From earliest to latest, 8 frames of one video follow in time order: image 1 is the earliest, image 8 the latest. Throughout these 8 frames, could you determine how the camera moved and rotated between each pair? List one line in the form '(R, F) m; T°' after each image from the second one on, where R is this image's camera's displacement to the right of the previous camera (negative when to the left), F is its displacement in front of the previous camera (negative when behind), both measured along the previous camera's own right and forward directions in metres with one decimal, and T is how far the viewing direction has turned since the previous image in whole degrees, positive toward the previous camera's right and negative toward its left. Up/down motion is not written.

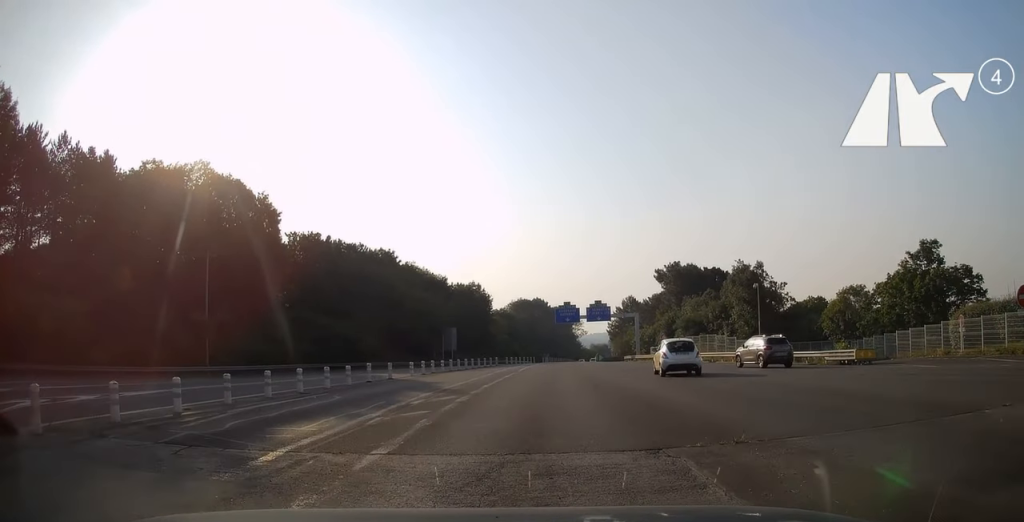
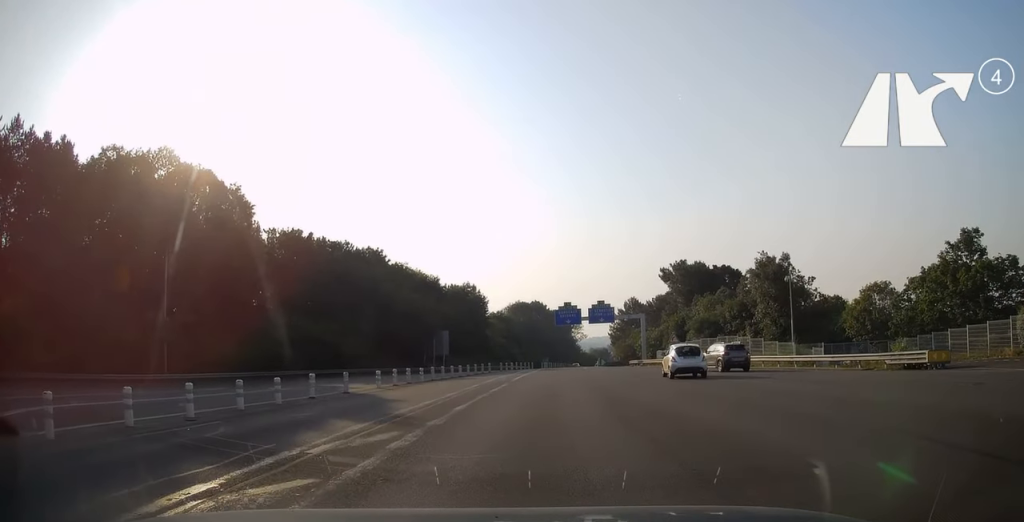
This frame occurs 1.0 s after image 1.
(-0.5, +7.1) m; -1°
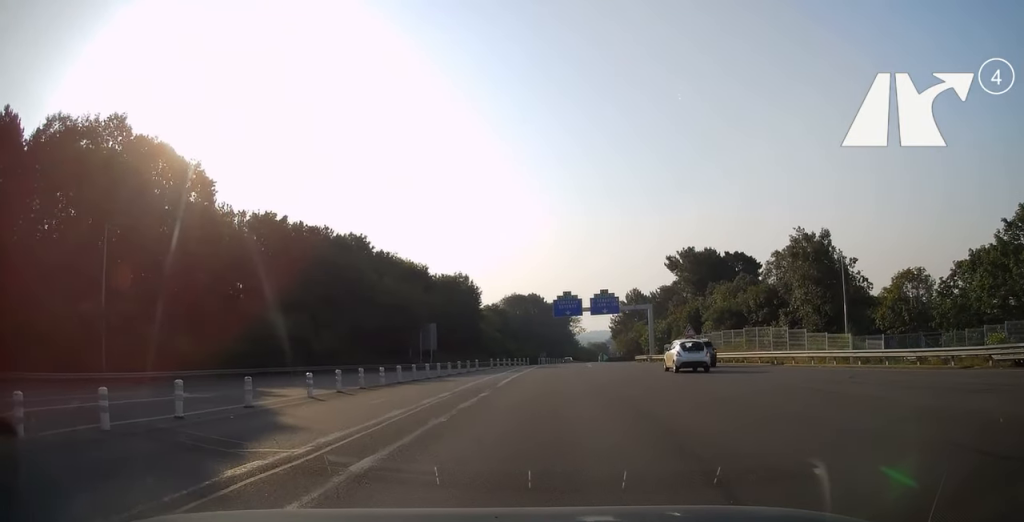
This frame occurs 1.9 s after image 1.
(+0.4, +8.5) m; +2°
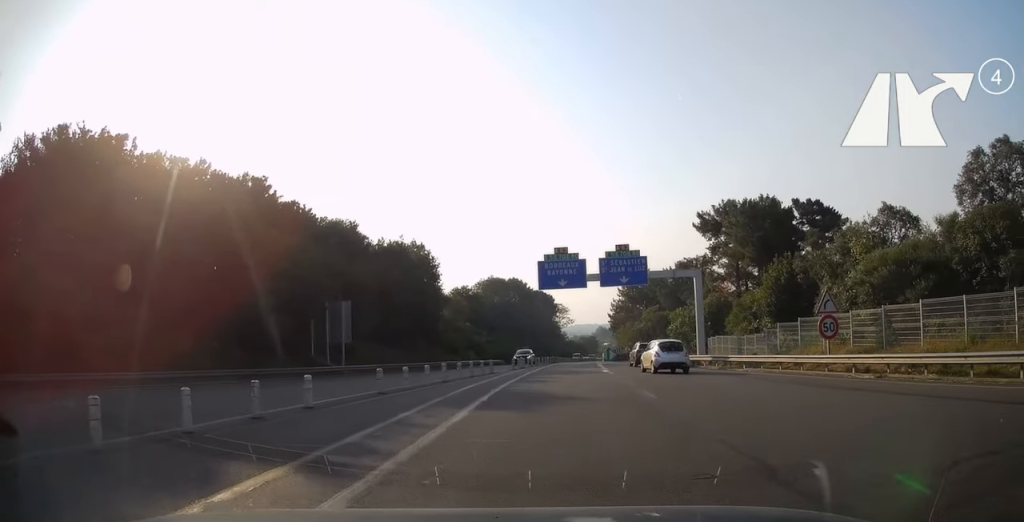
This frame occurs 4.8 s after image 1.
(-1.0, +31.7) m; -4°
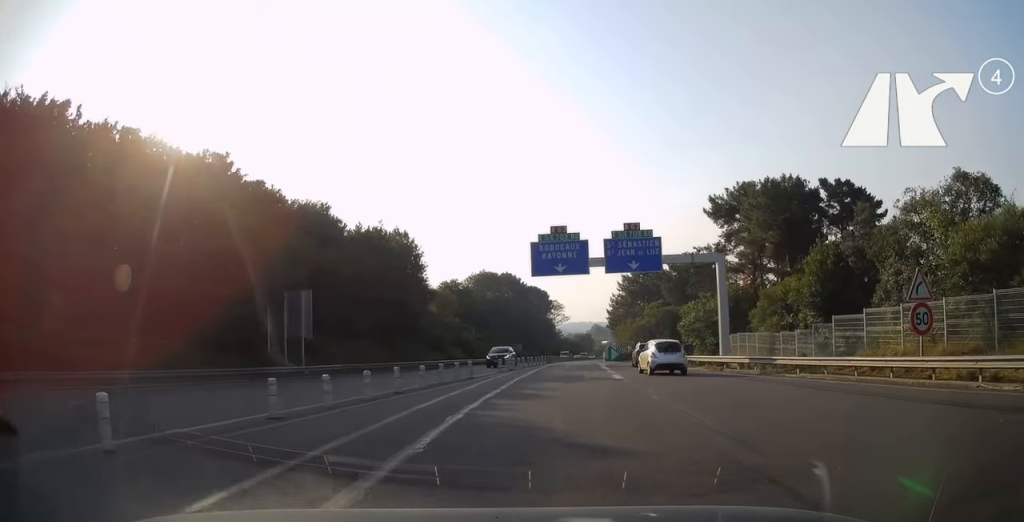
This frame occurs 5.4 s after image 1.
(+0.1, +7.7) m; +1°
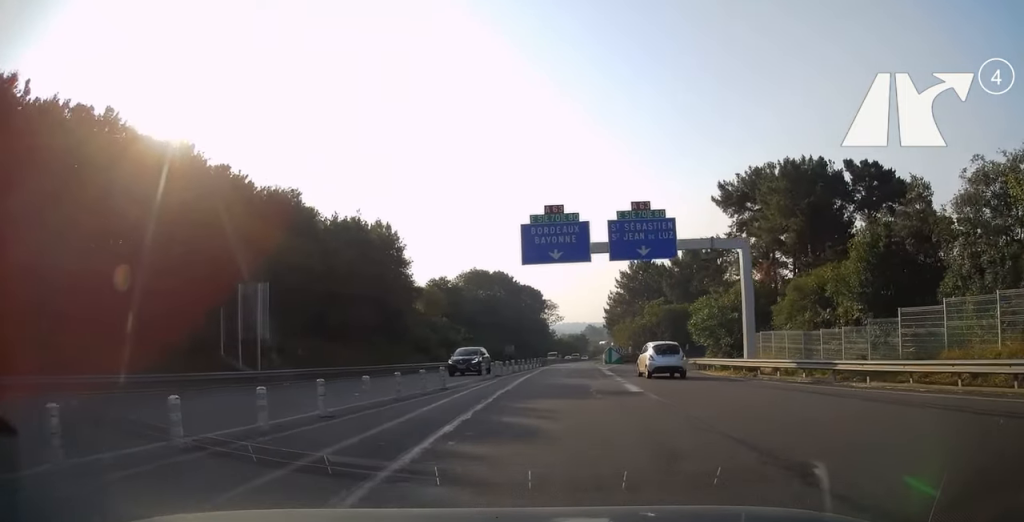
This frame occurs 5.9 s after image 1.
(0.0, +6.1) m; +1°
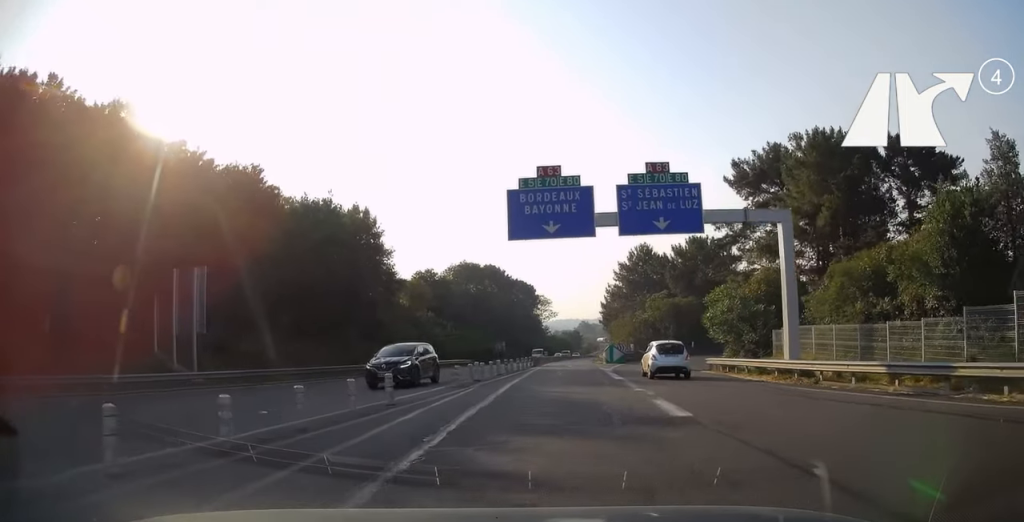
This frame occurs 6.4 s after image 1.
(+0.1, +7.0) m; +1°
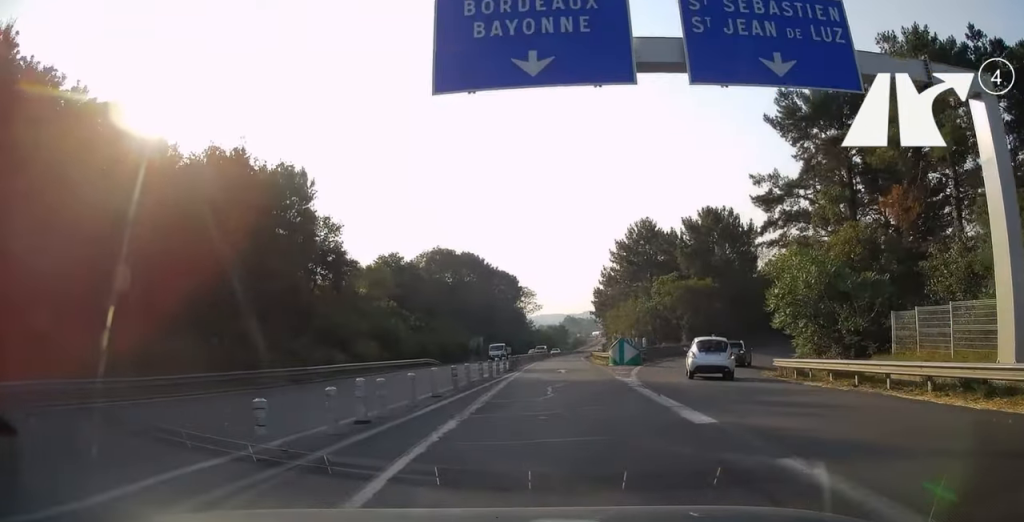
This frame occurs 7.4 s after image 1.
(+0.3, +15.0) m; +1°
